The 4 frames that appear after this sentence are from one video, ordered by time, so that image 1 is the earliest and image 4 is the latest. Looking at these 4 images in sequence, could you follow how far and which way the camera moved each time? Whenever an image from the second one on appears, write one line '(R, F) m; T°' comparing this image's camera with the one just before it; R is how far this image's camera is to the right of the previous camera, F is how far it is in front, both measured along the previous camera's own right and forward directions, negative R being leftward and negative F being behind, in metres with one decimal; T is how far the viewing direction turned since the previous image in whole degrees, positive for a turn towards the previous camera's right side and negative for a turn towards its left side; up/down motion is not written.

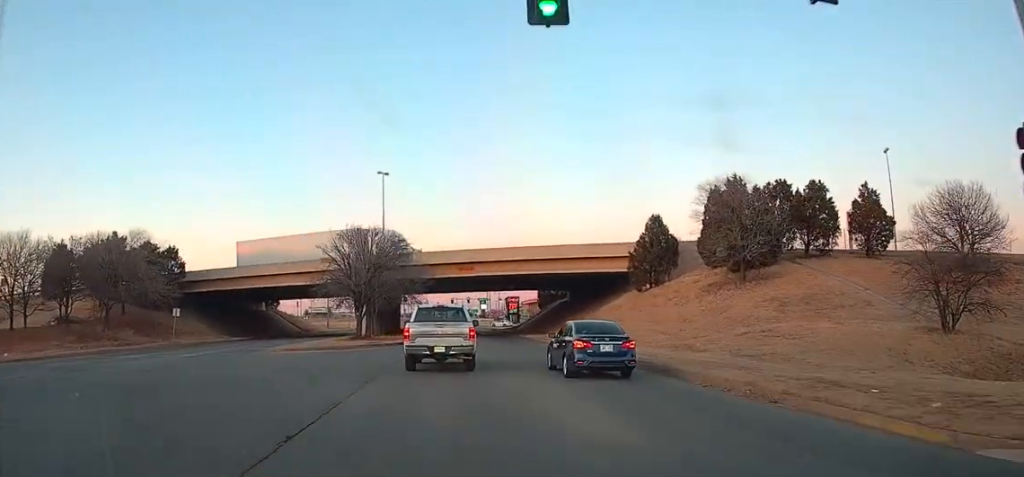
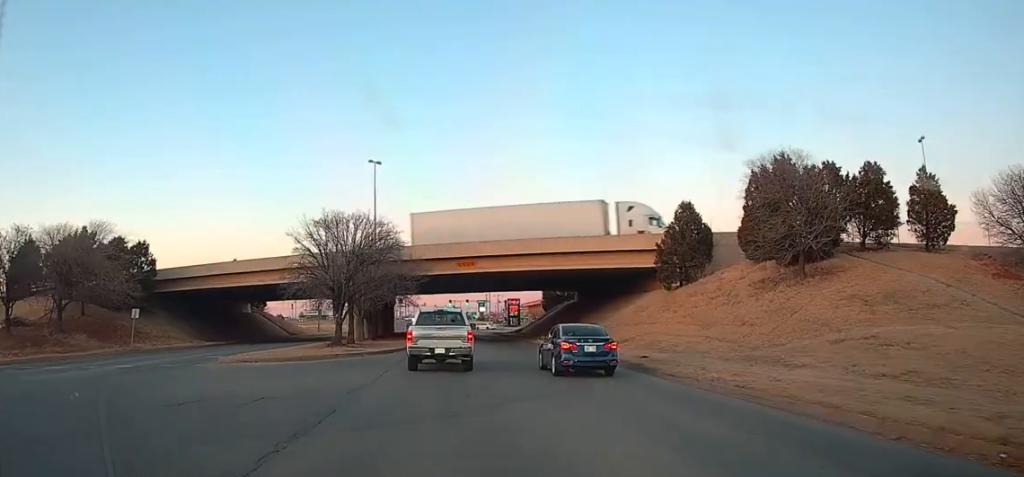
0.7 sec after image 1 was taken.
(+0.1, +7.7) m; 0°
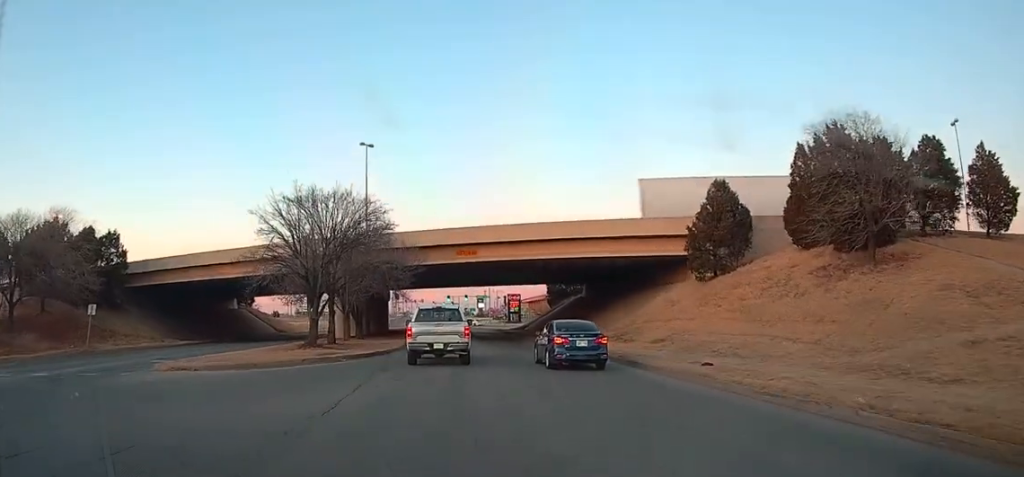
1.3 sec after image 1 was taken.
(0.0, +6.5) m; 0°
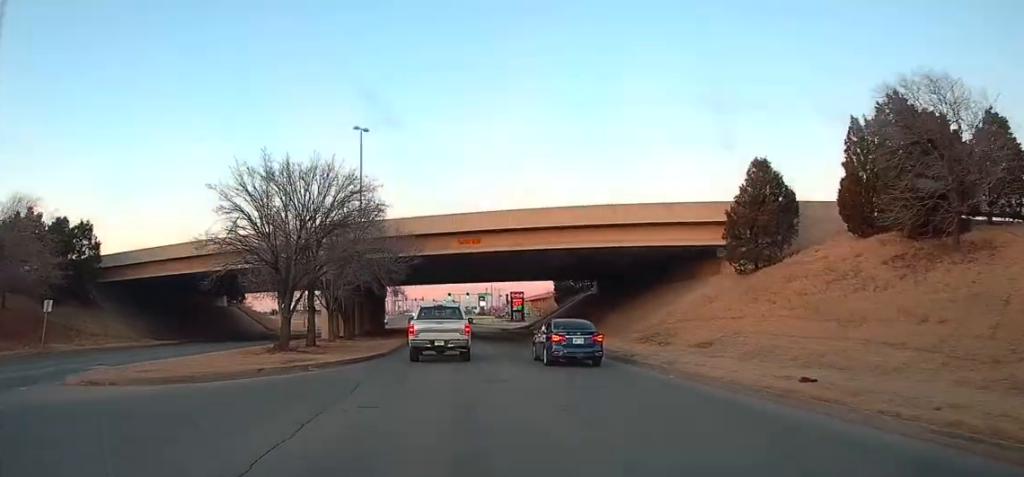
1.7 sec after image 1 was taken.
(0.0, +5.2) m; 0°
